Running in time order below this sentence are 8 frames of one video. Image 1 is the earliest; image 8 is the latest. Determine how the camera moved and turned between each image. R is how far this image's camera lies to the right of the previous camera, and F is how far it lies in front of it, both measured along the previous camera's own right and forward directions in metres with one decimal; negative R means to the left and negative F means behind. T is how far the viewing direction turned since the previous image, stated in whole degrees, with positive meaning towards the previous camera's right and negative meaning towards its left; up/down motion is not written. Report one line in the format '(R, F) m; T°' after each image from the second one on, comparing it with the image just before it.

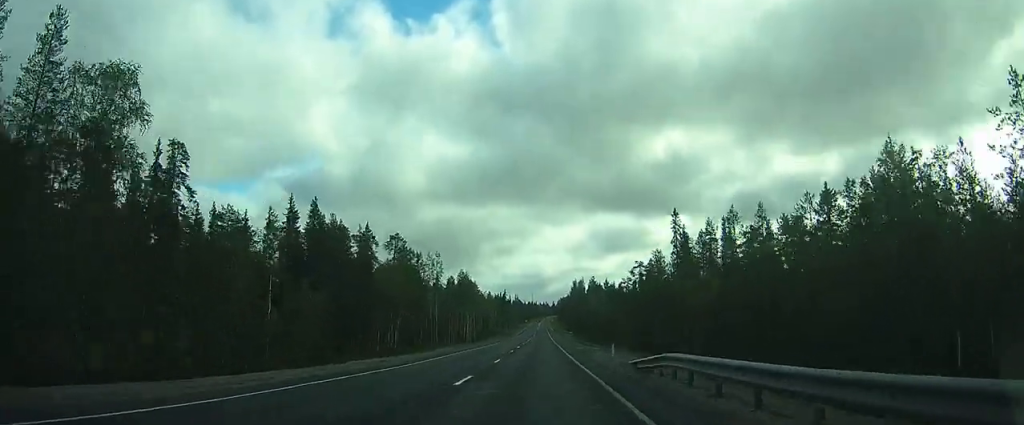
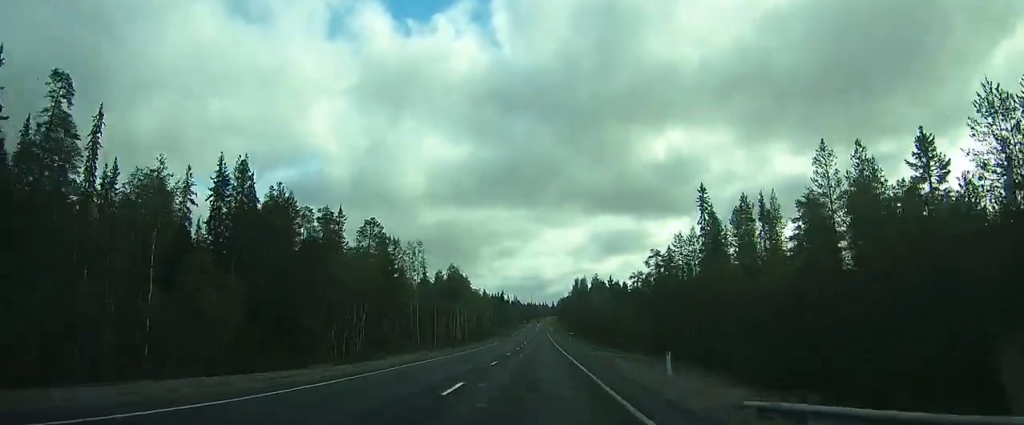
(0.0, +14.0) m; 0°
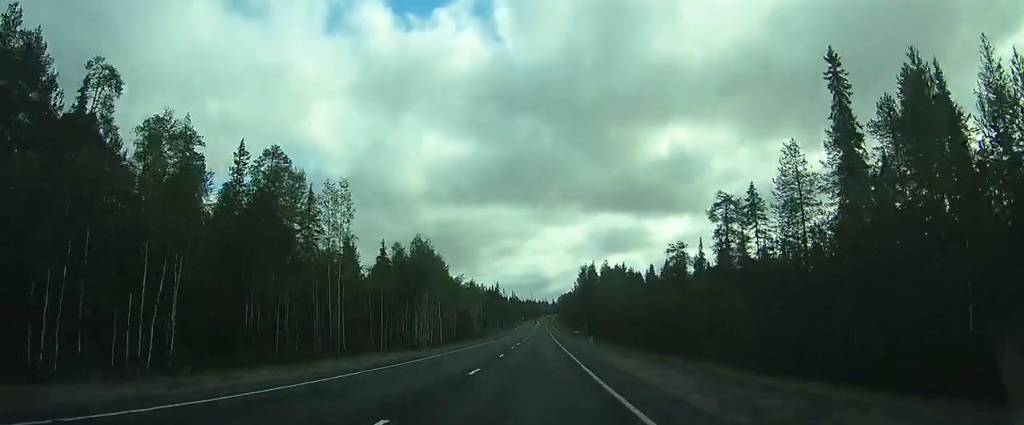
(+0.1, +32.1) m; 0°
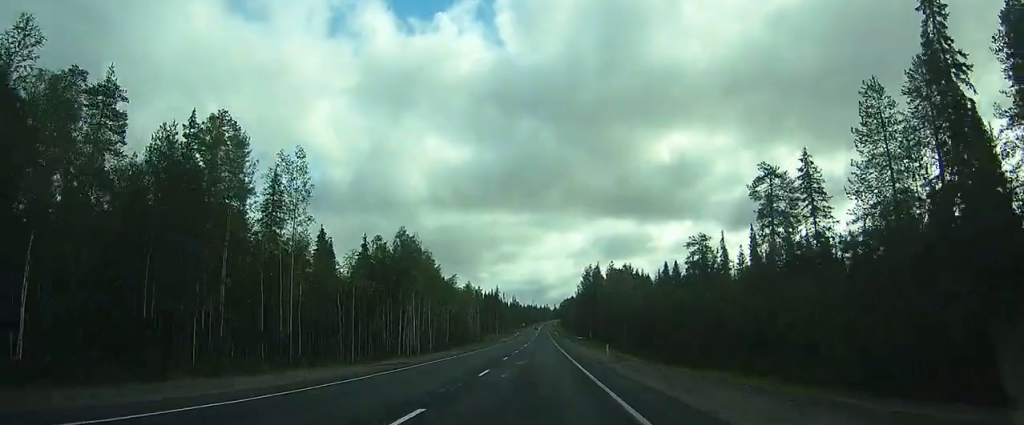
(0.0, +10.2) m; 0°
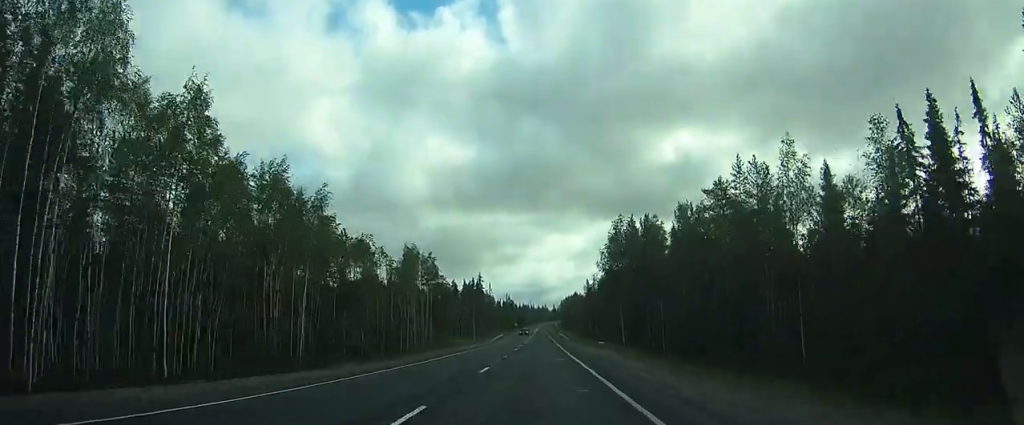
(+0.1, +62.0) m; 0°
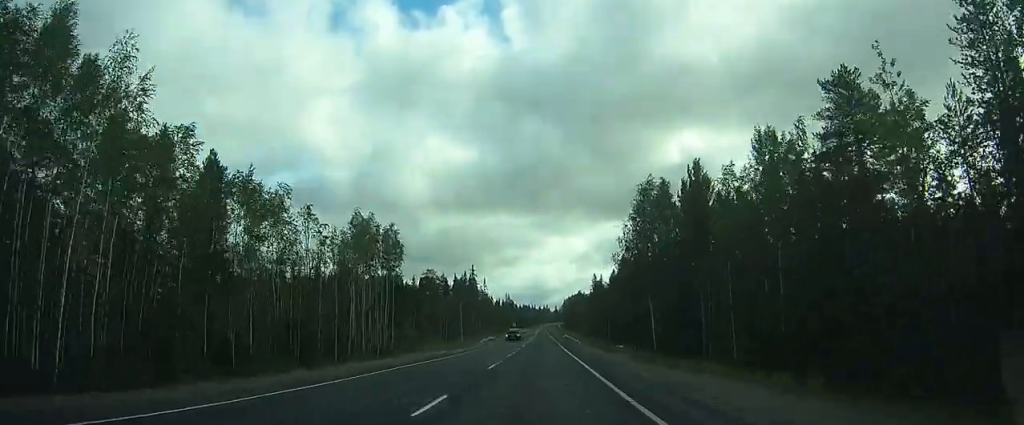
(+0.1, +22.6) m; 0°
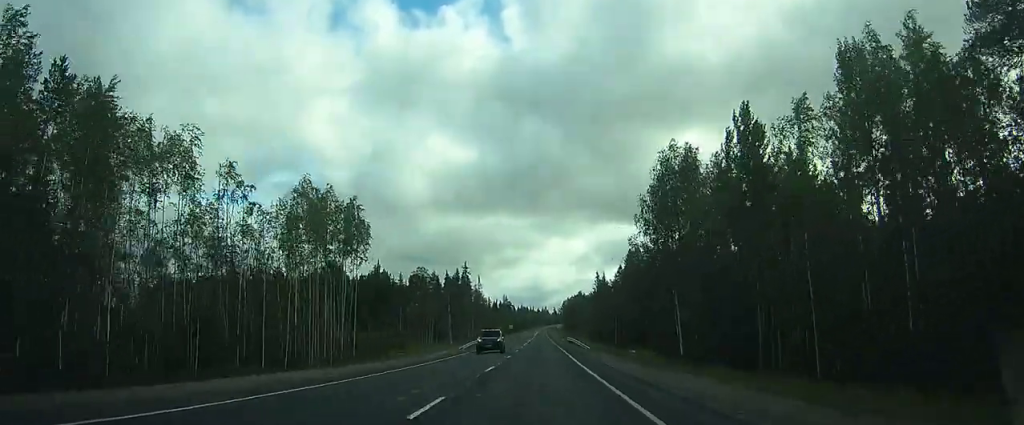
(0.0, +12.4) m; 0°
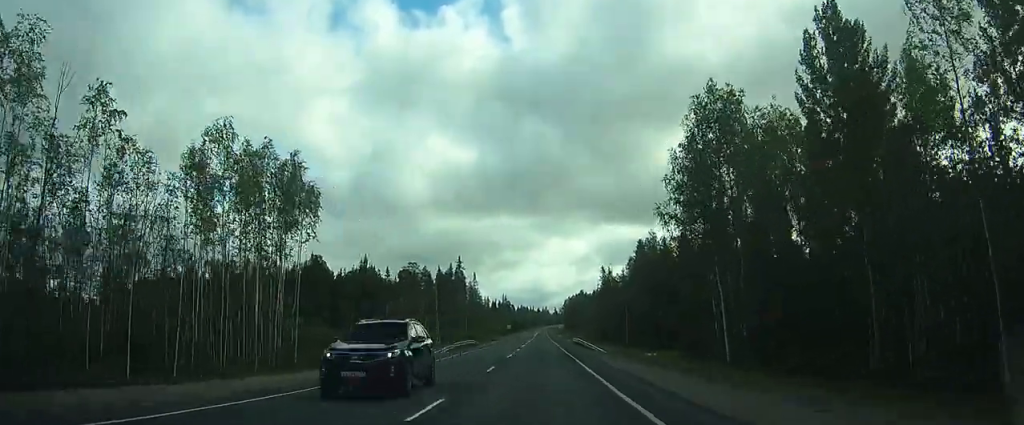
(0.0, +12.3) m; 0°
